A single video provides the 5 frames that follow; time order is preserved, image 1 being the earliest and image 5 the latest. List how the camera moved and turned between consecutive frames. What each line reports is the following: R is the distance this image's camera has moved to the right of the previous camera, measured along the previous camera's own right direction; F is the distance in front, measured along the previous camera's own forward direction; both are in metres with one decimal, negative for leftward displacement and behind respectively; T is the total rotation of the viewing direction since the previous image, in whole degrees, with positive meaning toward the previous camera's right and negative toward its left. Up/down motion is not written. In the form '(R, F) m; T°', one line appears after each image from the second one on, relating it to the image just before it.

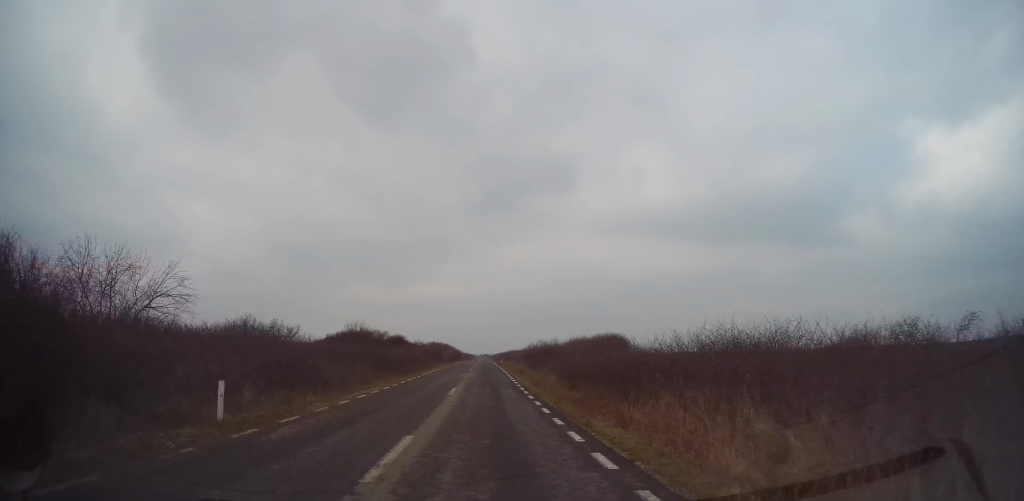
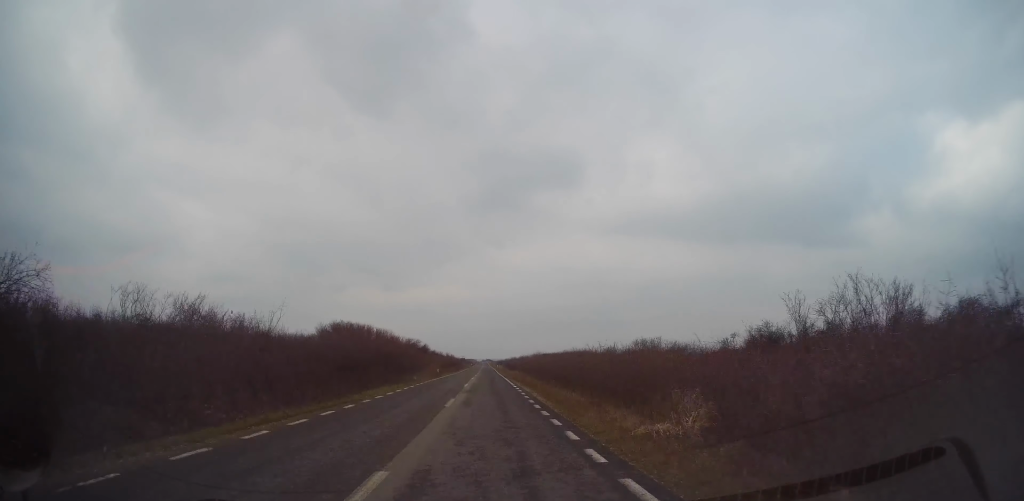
(0.0, +84.4) m; 0°
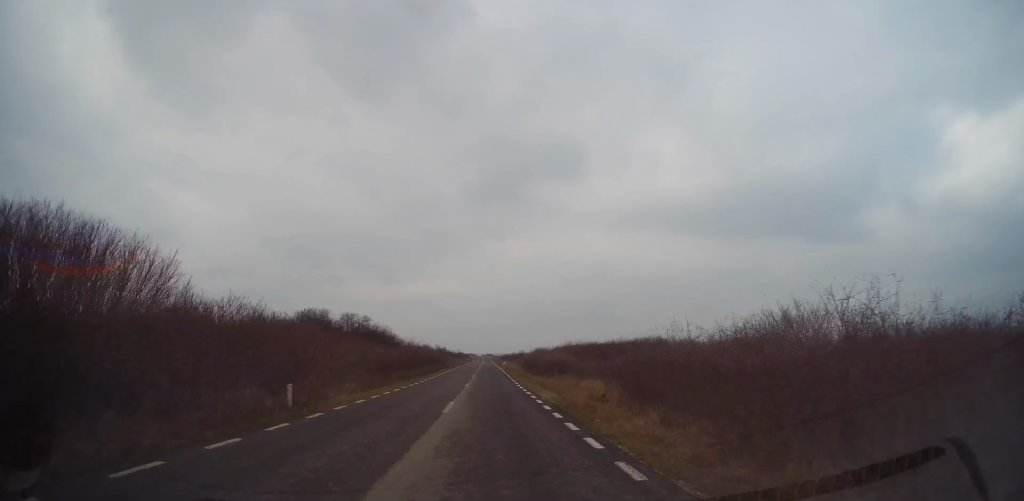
(-0.1, +38.1) m; 0°
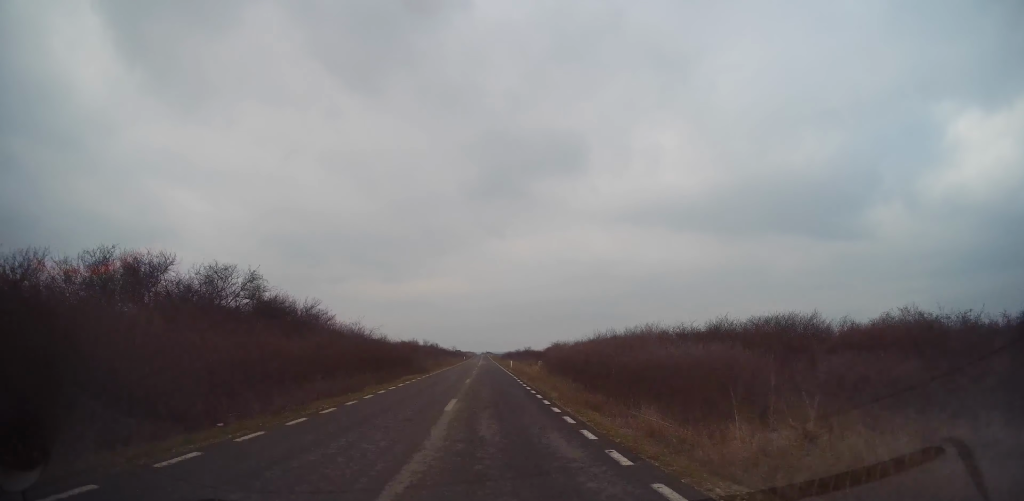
(+0.1, +23.7) m; 0°
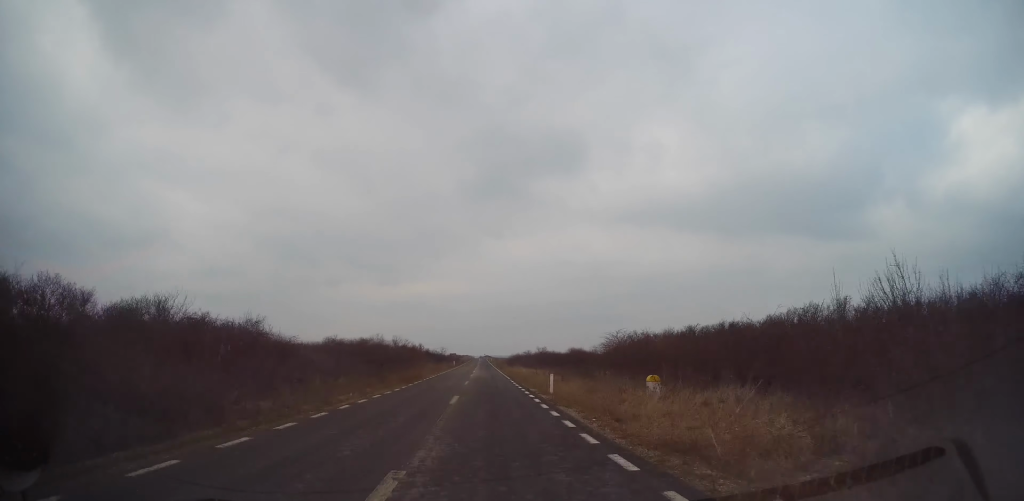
(0.0, +32.4) m; 0°
